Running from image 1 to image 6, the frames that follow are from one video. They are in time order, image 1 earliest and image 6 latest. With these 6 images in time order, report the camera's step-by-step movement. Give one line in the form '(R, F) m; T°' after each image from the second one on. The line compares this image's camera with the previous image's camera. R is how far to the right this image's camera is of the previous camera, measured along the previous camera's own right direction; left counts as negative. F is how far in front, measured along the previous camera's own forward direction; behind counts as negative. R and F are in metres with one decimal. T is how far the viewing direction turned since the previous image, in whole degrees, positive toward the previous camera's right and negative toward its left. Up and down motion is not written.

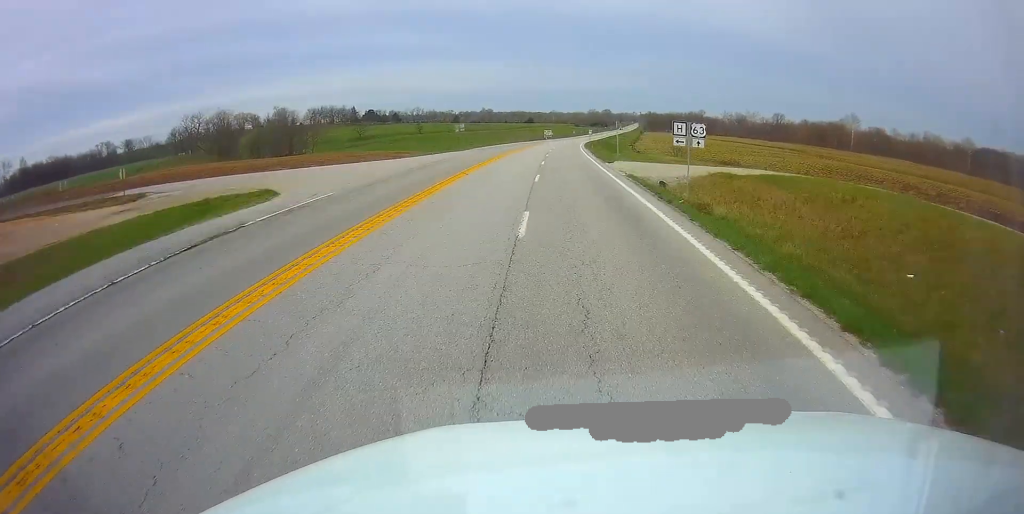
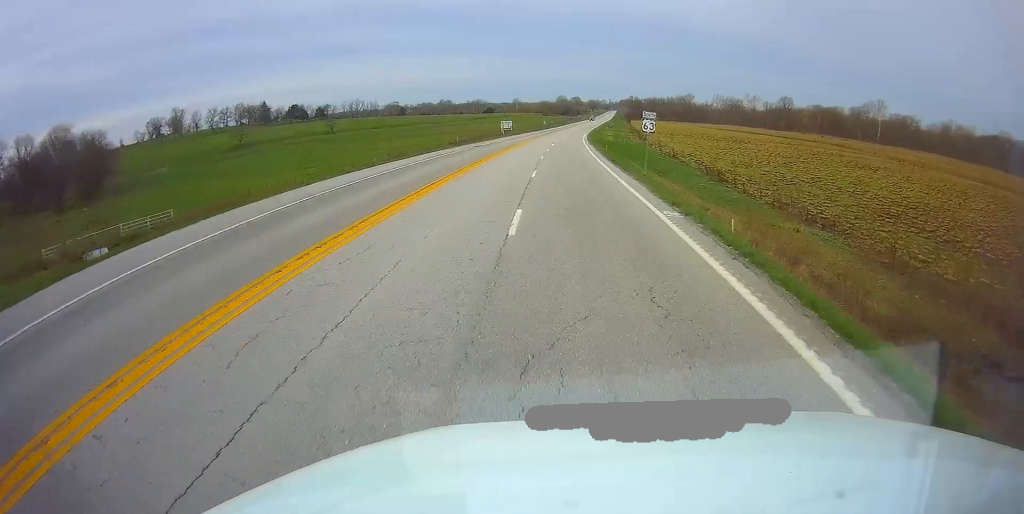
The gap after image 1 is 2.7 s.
(+2.0, +84.7) m; +4°
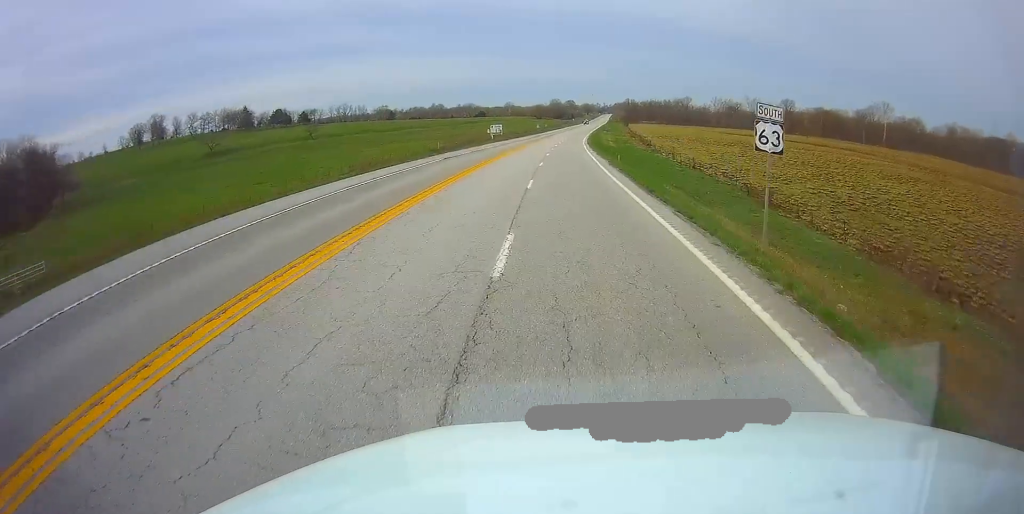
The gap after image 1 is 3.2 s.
(+0.1, +14.7) m; 0°
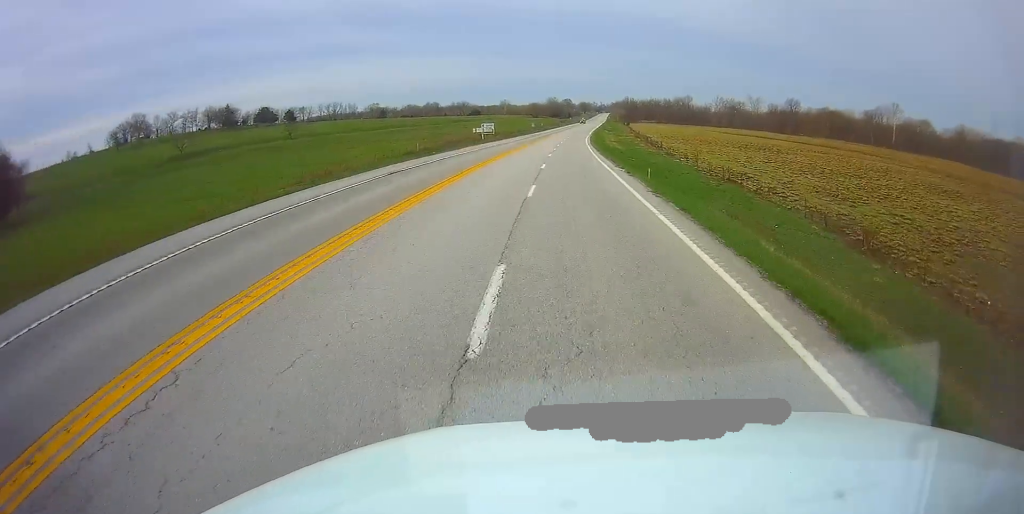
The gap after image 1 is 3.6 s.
(0.0, +14.7) m; 0°
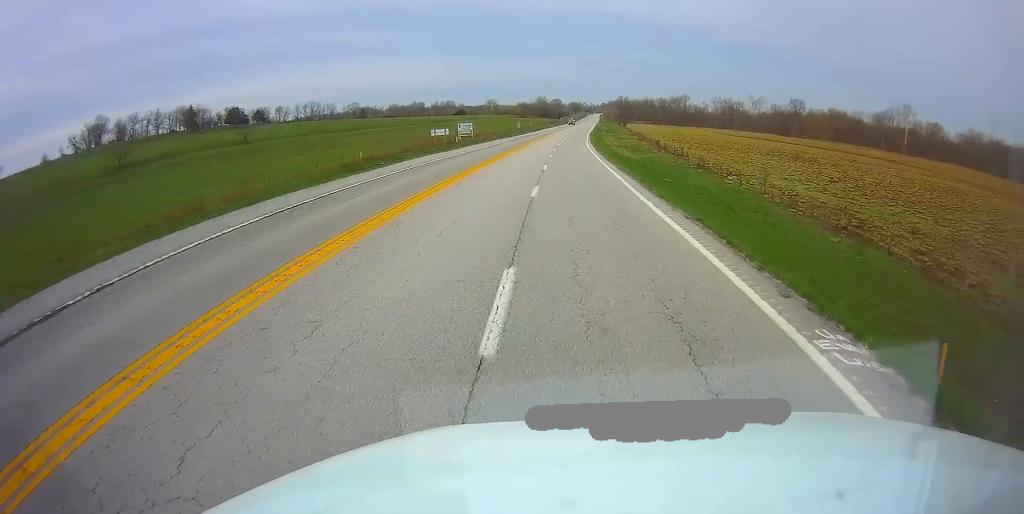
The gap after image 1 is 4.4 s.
(0.0, +24.3) m; +1°
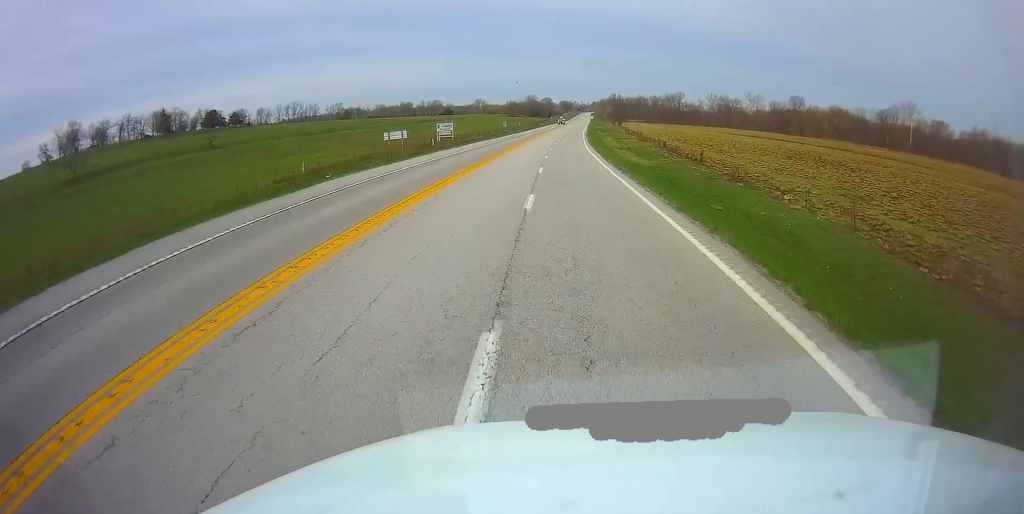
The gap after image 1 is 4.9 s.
(0.0, +14.8) m; +1°
